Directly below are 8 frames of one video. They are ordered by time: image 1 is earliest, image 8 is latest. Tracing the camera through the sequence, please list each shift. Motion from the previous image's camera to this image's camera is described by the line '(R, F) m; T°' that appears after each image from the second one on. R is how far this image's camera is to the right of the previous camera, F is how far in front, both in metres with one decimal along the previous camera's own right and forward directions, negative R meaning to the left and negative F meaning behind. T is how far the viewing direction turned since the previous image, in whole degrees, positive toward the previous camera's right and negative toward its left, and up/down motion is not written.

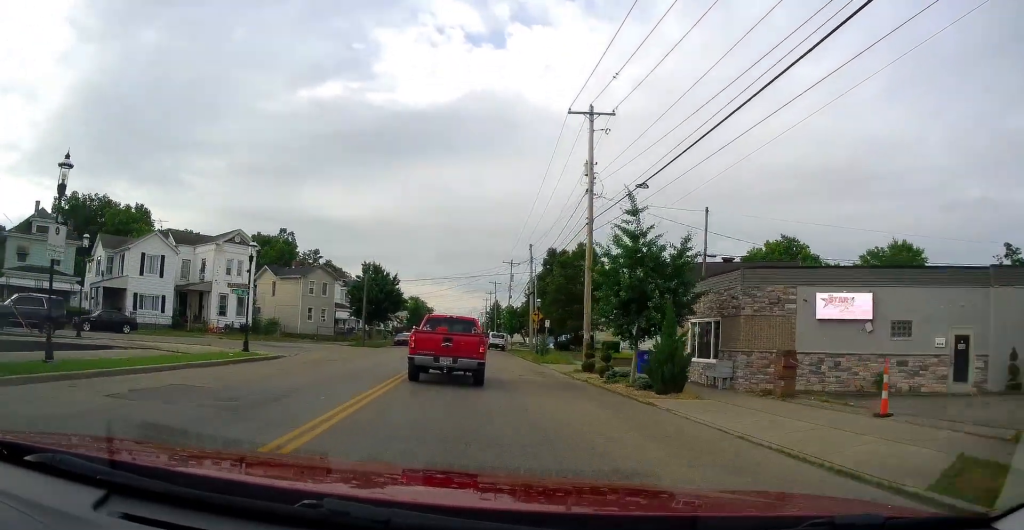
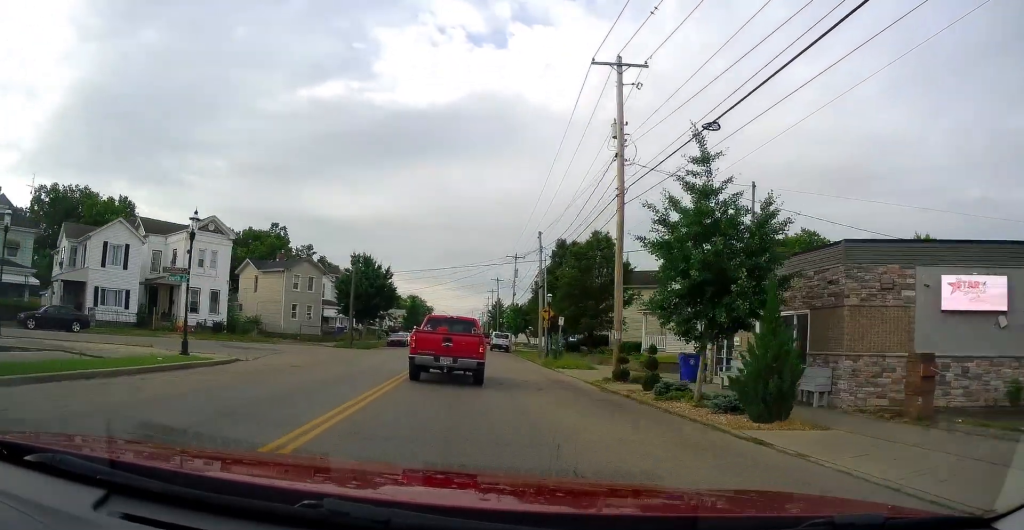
(0.0, +5.8) m; 0°
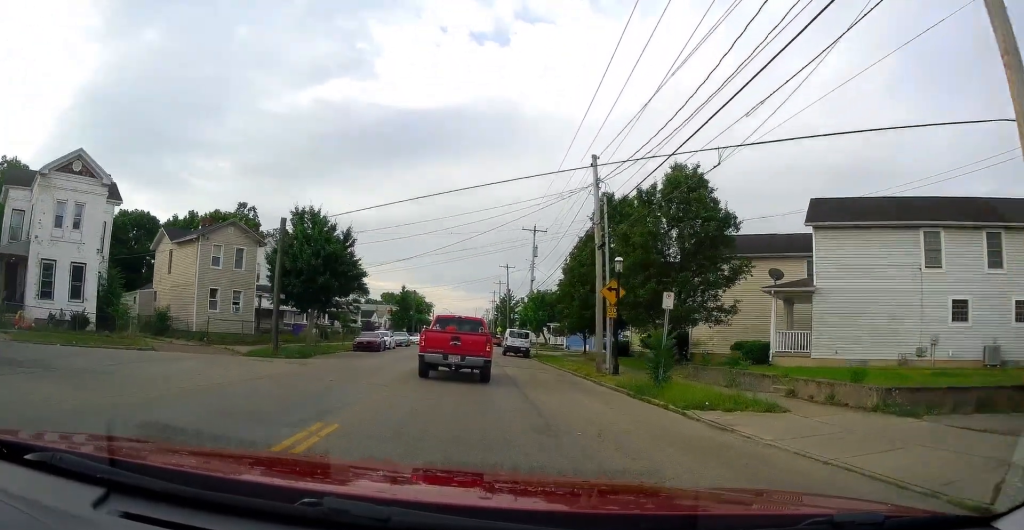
(0.0, +18.7) m; -1°
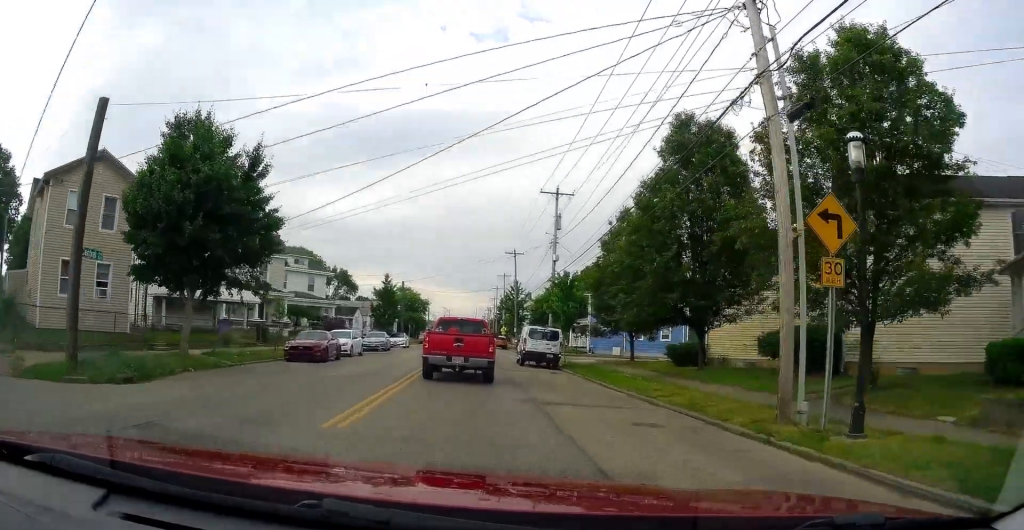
(-0.3, +15.2) m; 0°
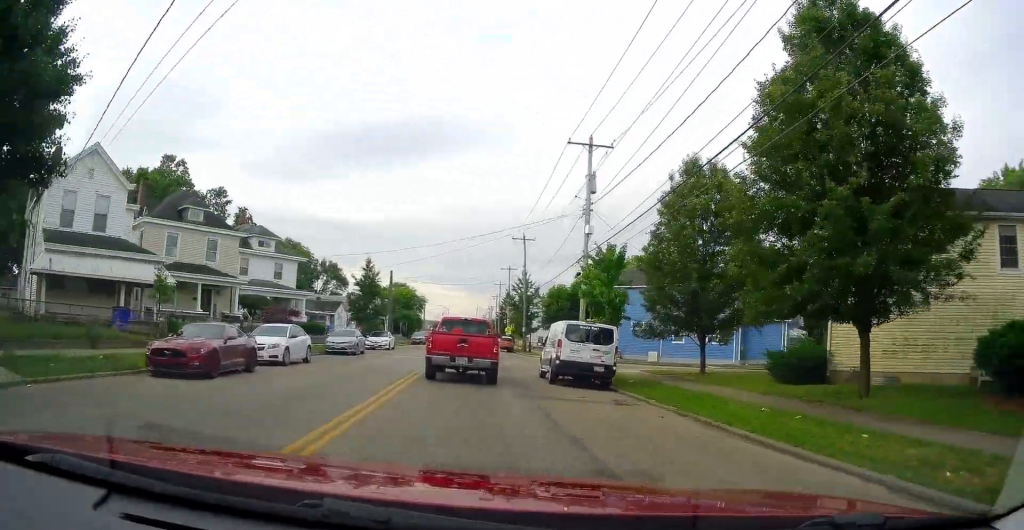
(+0.2, +11.6) m; +3°
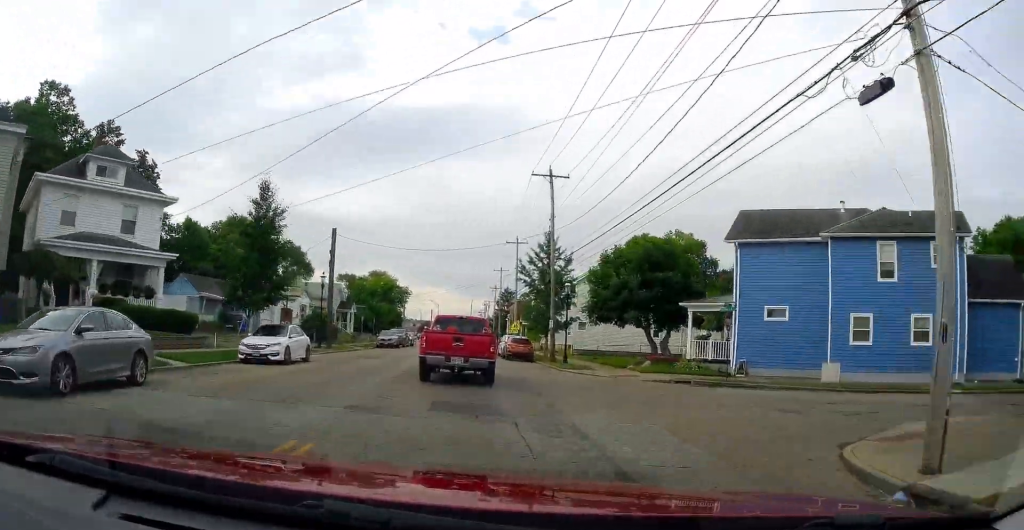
(+0.6, +24.9) m; 0°
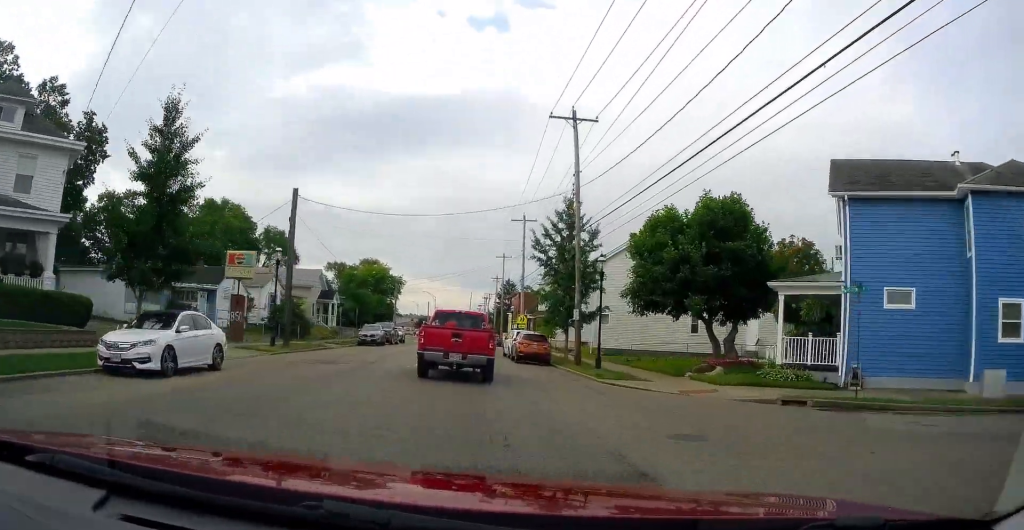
(-0.1, +9.1) m; -1°
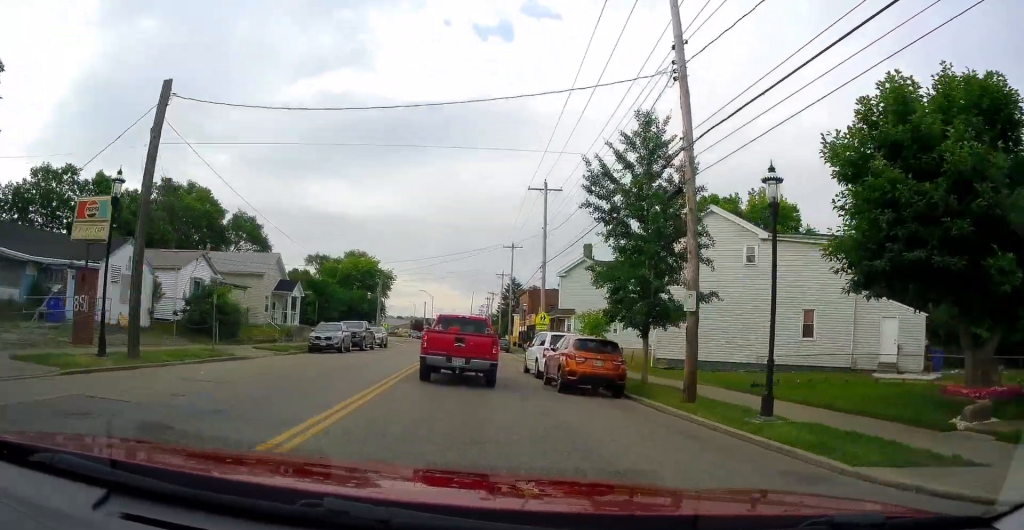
(-0.2, +14.9) m; -1°
